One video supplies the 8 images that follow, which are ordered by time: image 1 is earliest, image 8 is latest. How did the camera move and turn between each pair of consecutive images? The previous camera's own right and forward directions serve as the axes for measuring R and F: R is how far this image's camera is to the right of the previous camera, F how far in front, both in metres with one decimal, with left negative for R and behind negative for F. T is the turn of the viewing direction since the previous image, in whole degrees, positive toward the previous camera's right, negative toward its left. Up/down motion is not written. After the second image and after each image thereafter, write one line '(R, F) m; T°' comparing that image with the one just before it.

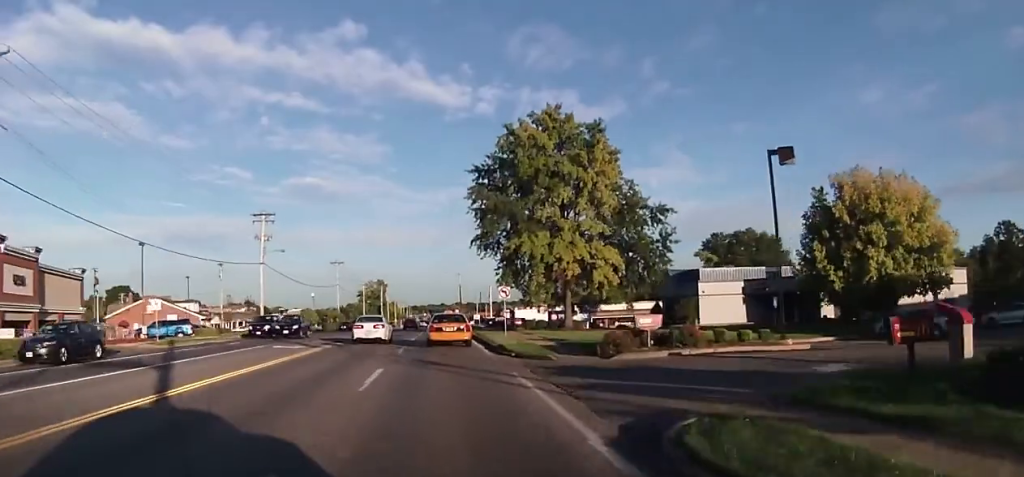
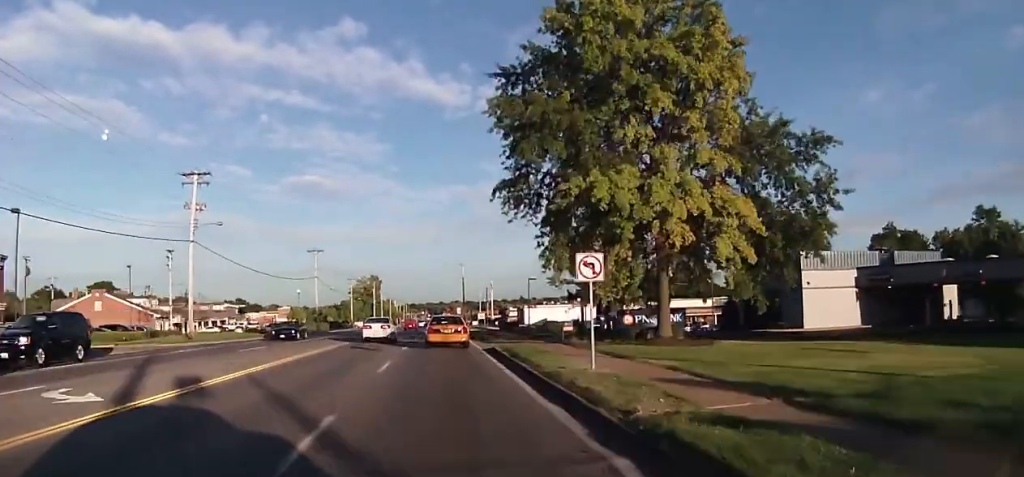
(0.0, +19.8) m; 0°
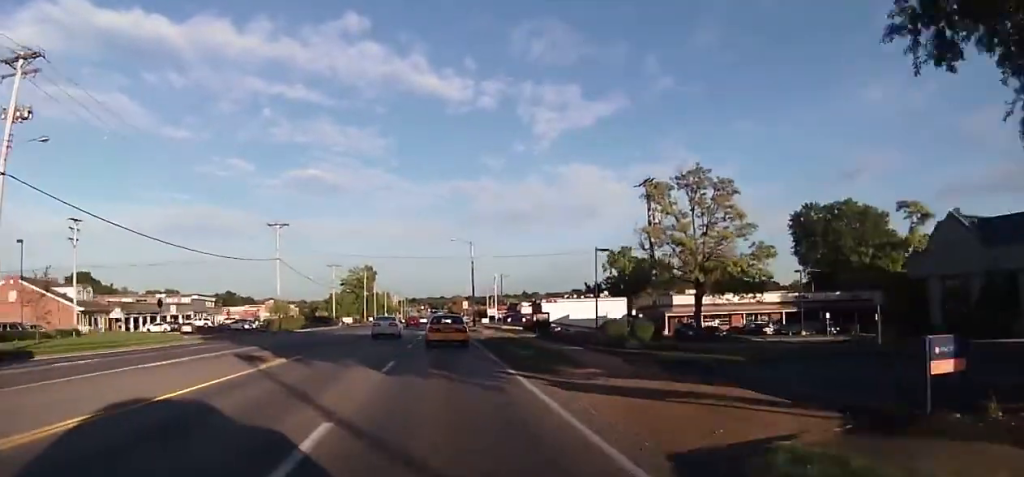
(0.0, +23.4) m; -1°
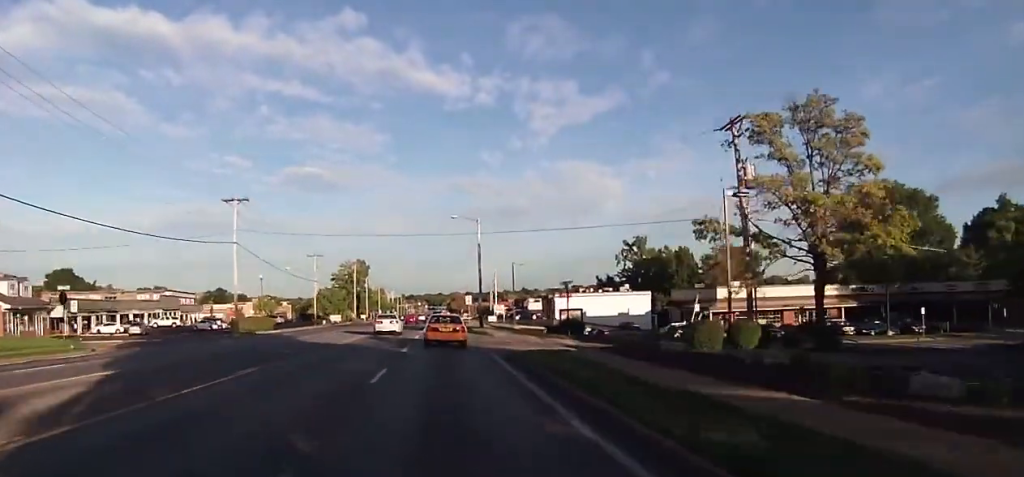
(-0.2, +15.3) m; -1°
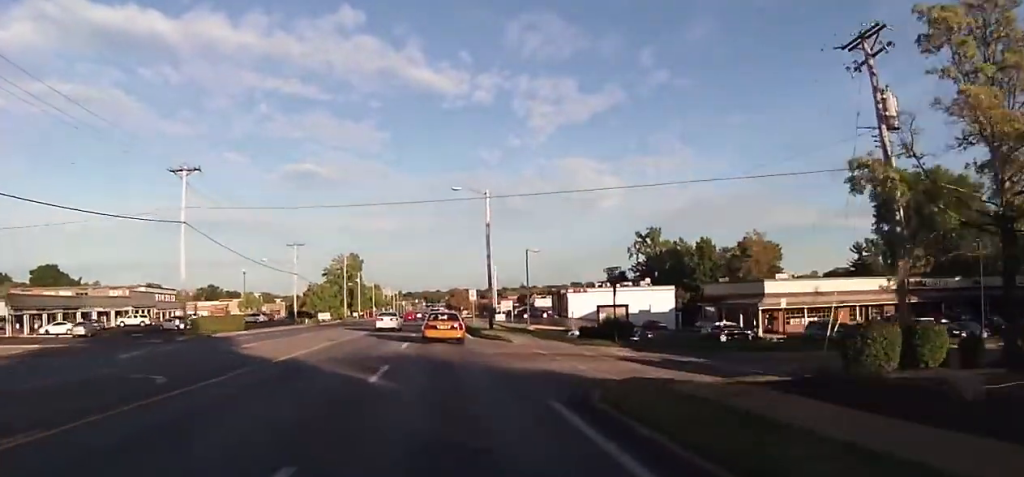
(-0.3, +12.1) m; 0°
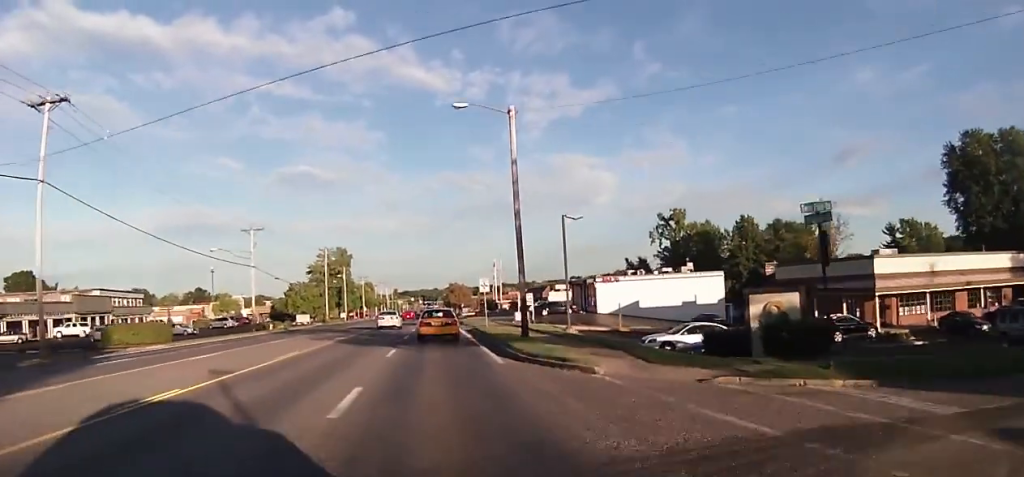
(+0.5, +18.4) m; +2°
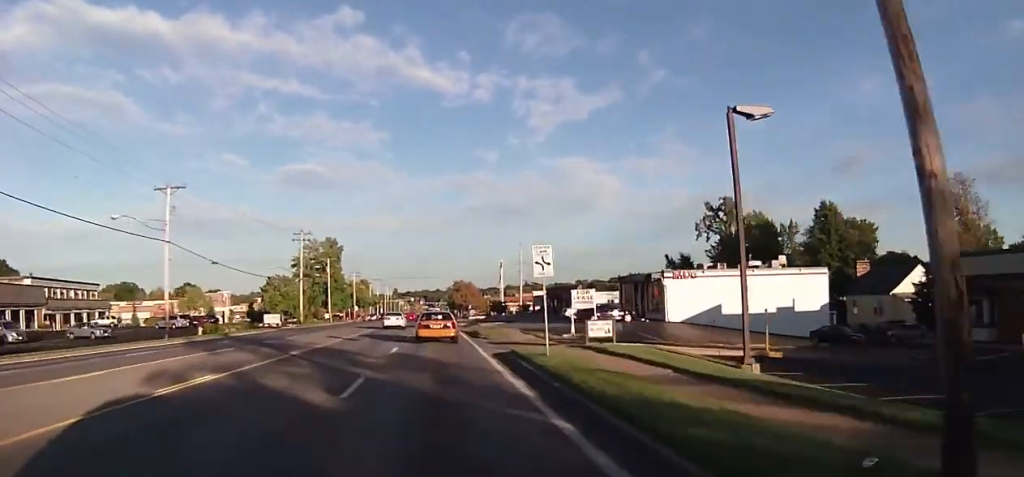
(0.0, +22.6) m; 0°
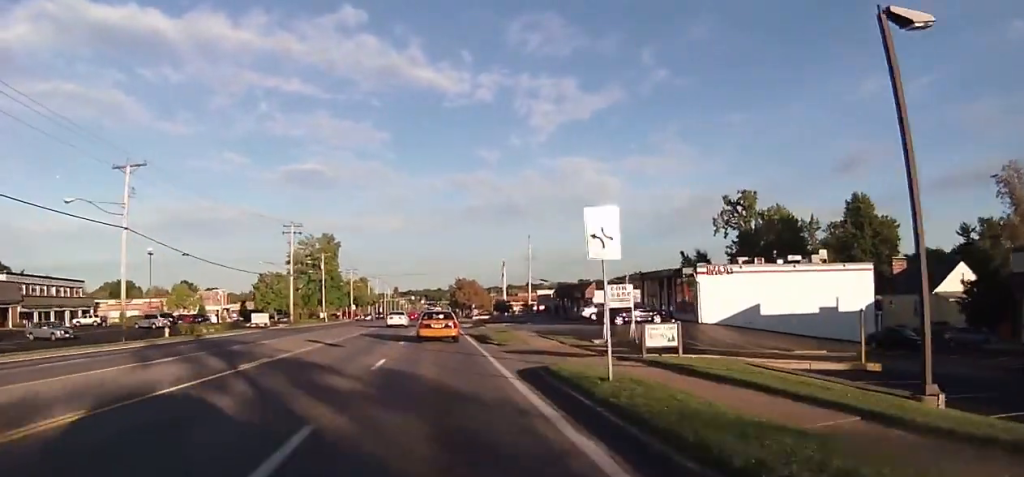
(0.0, +6.8) m; 0°
